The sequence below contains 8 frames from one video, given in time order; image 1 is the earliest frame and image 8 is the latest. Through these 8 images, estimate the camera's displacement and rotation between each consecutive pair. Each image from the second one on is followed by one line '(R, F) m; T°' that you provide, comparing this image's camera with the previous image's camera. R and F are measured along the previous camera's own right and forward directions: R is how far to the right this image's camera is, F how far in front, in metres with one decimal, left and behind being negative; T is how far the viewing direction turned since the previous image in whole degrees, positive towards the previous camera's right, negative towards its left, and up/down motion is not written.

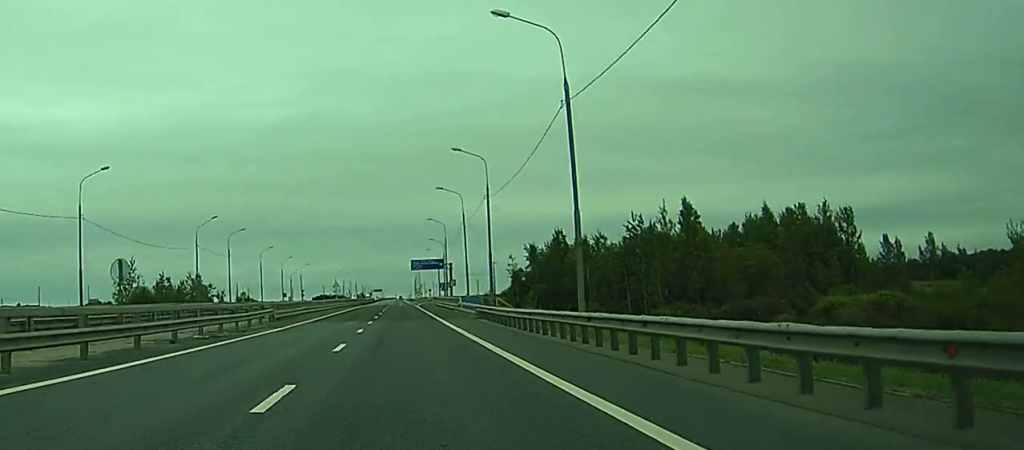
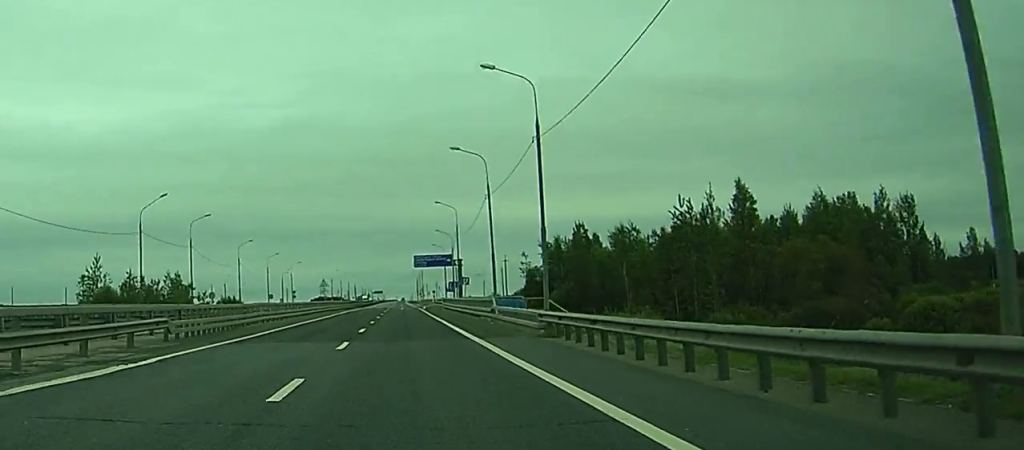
(+0.1, +22.7) m; 0°
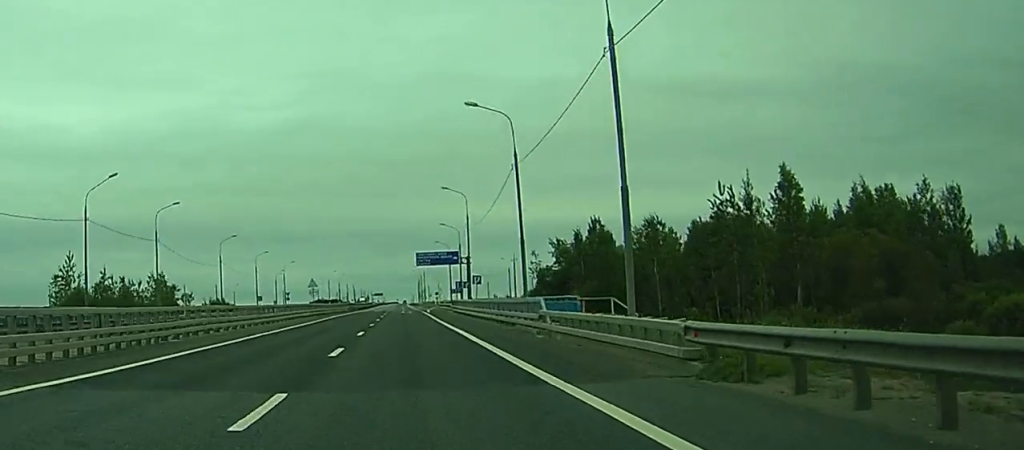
(0.0, +14.3) m; 0°
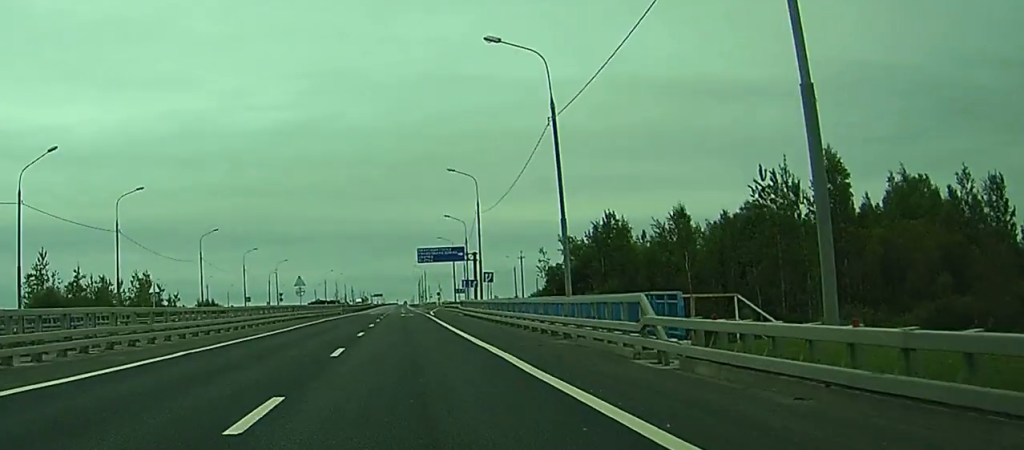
(0.0, +11.7) m; 0°
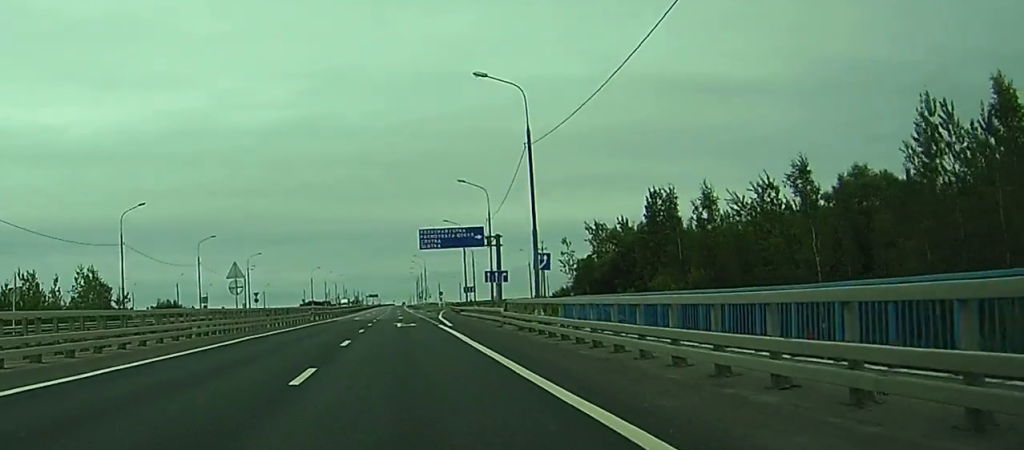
(0.0, +30.2) m; 0°
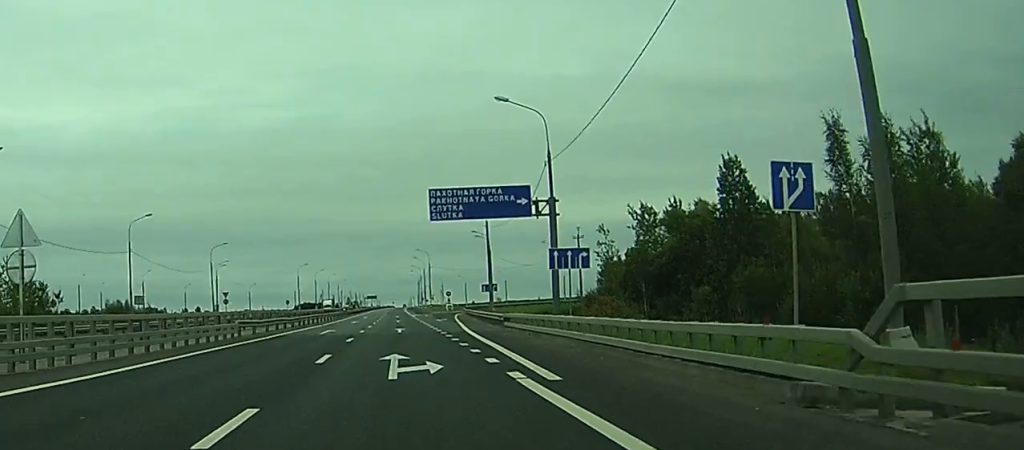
(0.0, +29.5) m; 0°
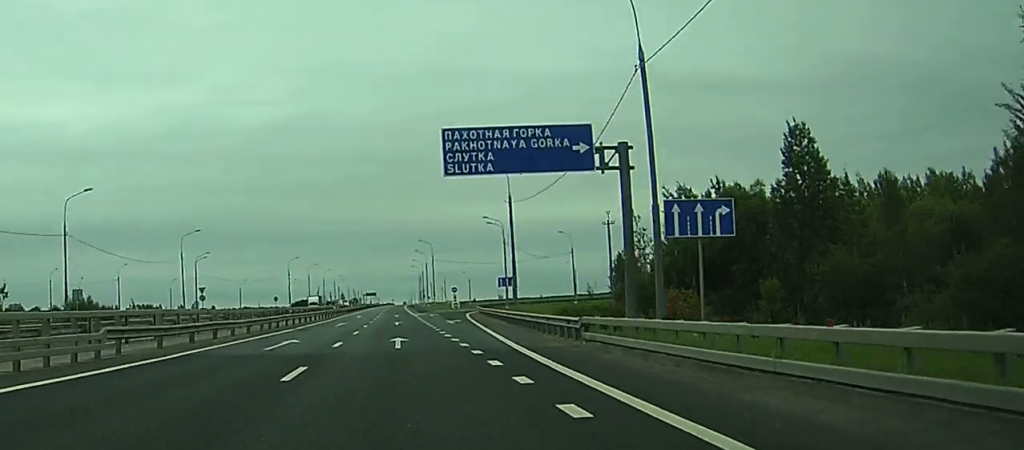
(0.0, +16.9) m; 0°
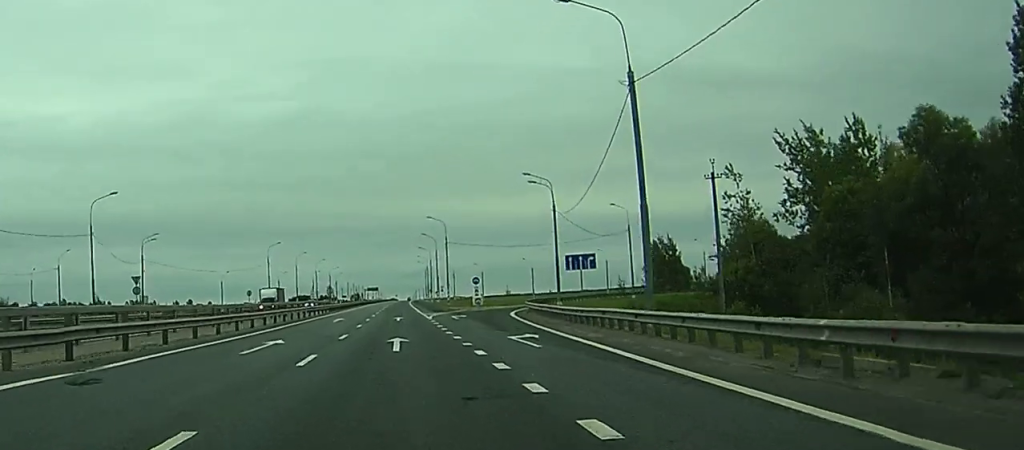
(-0.1, +33.1) m; 0°
